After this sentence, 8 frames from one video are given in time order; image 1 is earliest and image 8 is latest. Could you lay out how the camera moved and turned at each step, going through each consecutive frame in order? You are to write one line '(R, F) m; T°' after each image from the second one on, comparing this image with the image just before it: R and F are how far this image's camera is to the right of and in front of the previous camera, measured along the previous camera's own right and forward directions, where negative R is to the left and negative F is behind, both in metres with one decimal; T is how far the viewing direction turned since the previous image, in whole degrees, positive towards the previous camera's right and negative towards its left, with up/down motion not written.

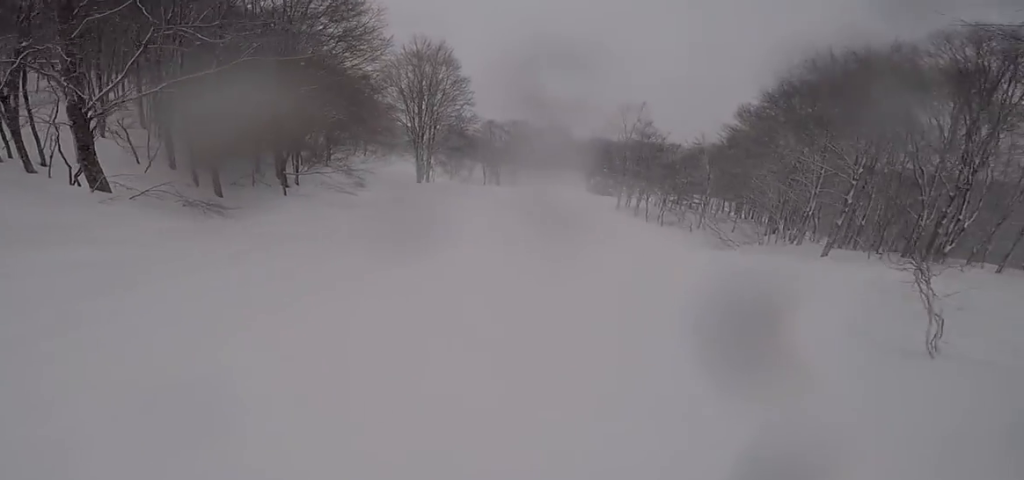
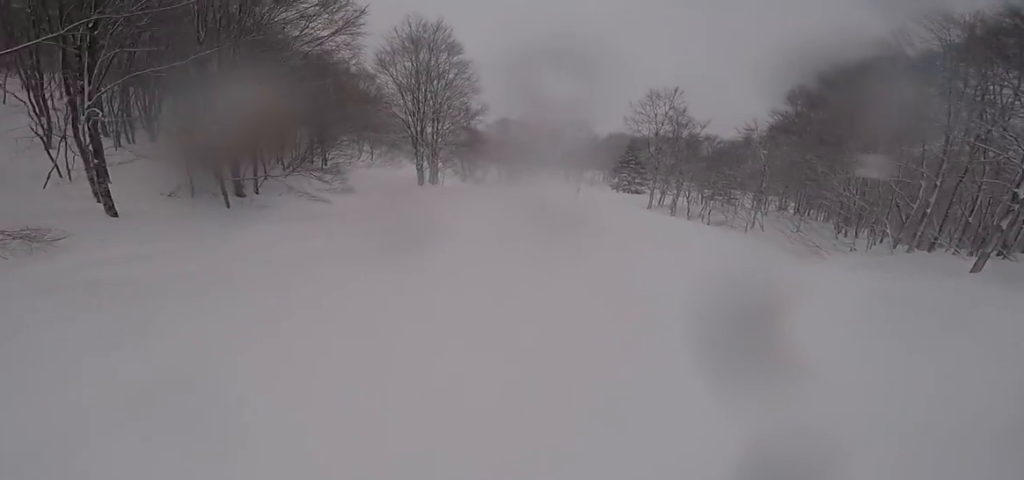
(-0.2, +5.3) m; +5°
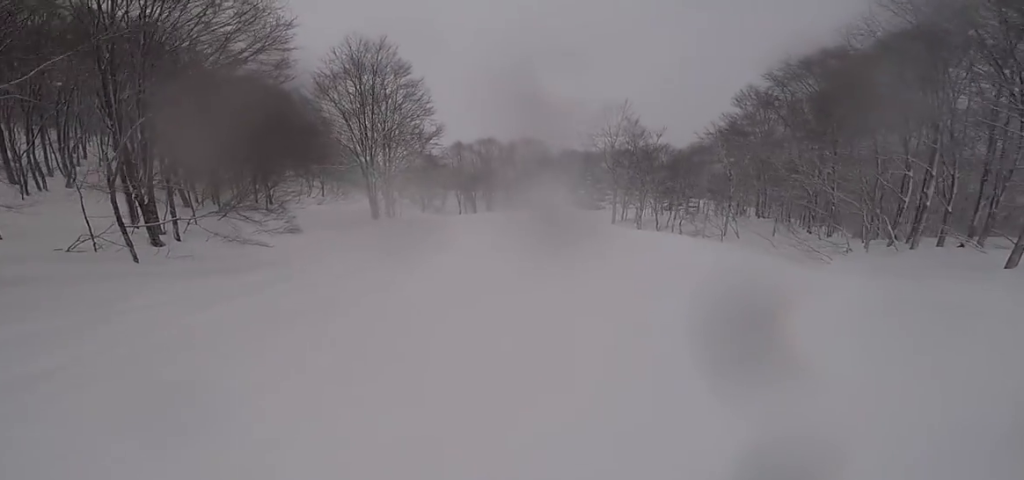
(+0.2, +2.8) m; +5°
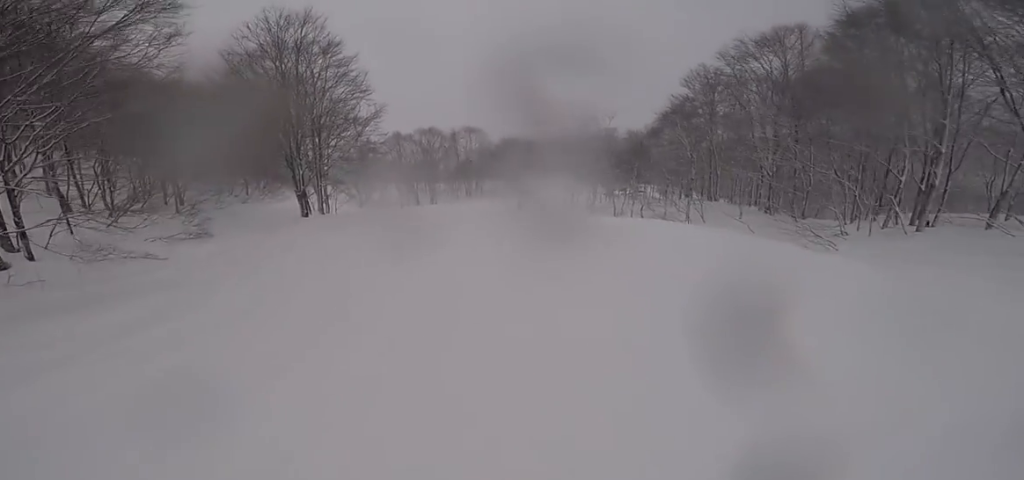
(+0.1, +3.4) m; +5°
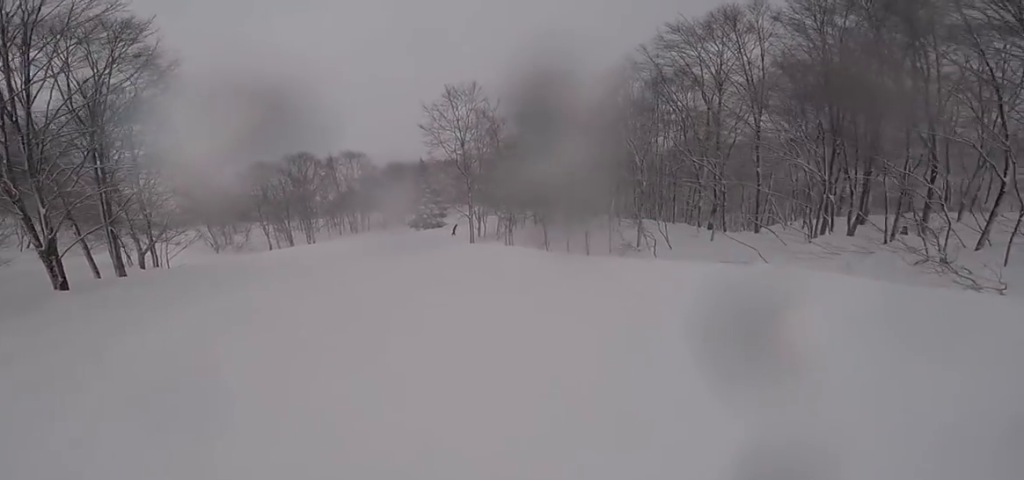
(+0.1, +8.9) m; -7°
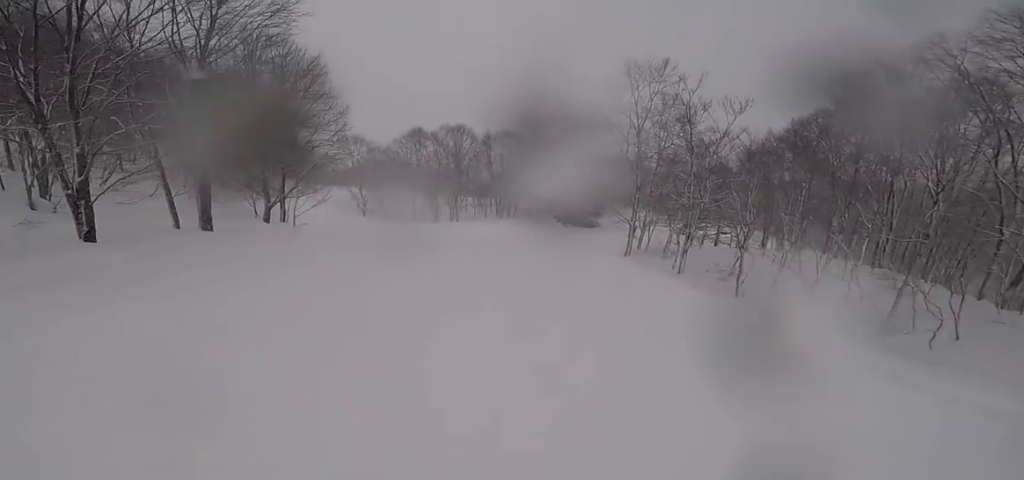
(-0.6, +6.0) m; -6°
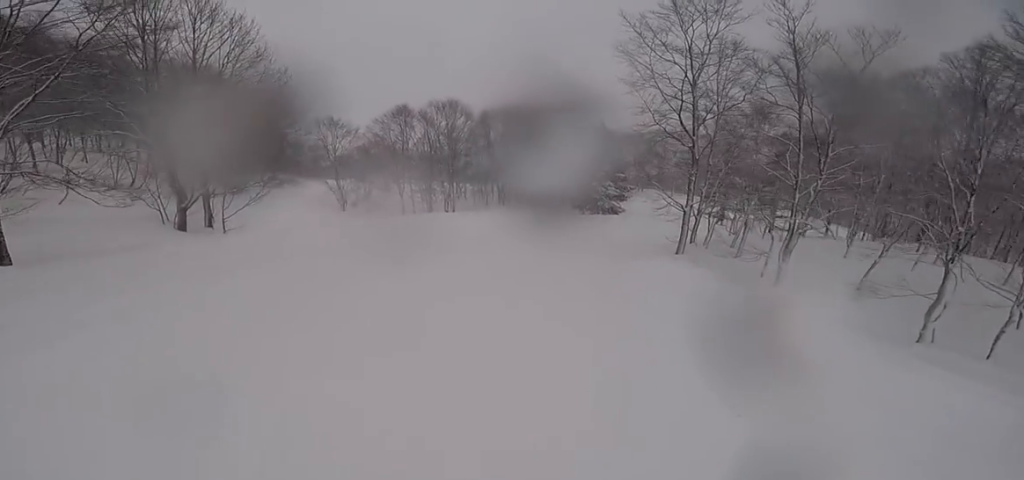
(-0.2, +8.9) m; +7°
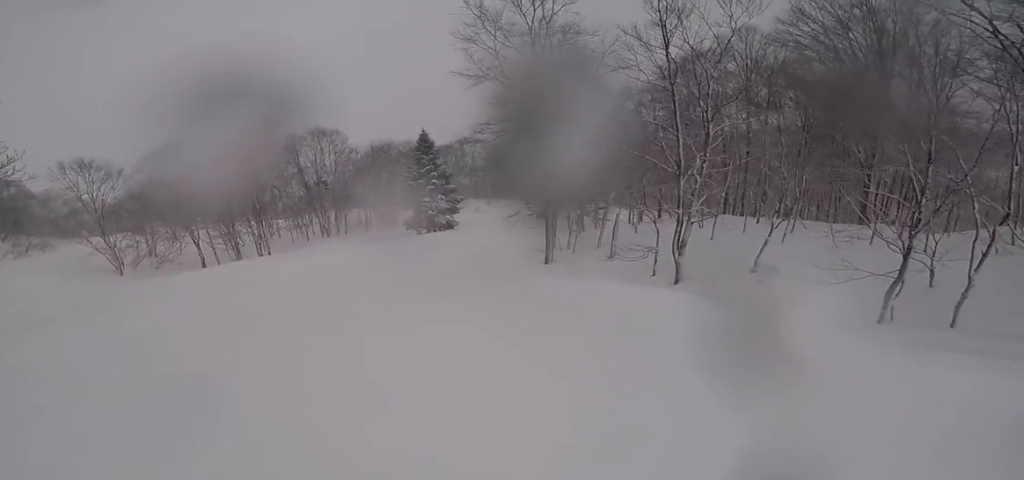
(+0.7, +5.6) m; +10°
